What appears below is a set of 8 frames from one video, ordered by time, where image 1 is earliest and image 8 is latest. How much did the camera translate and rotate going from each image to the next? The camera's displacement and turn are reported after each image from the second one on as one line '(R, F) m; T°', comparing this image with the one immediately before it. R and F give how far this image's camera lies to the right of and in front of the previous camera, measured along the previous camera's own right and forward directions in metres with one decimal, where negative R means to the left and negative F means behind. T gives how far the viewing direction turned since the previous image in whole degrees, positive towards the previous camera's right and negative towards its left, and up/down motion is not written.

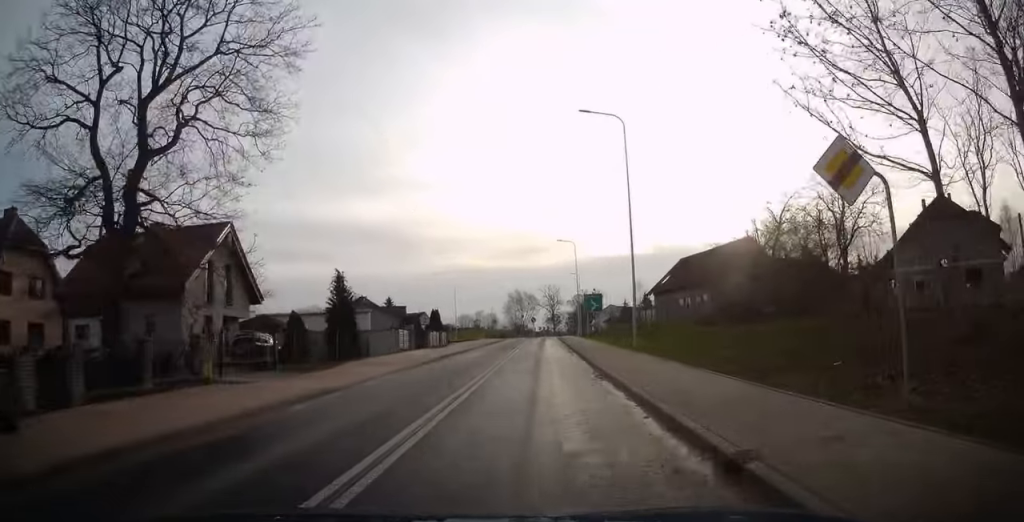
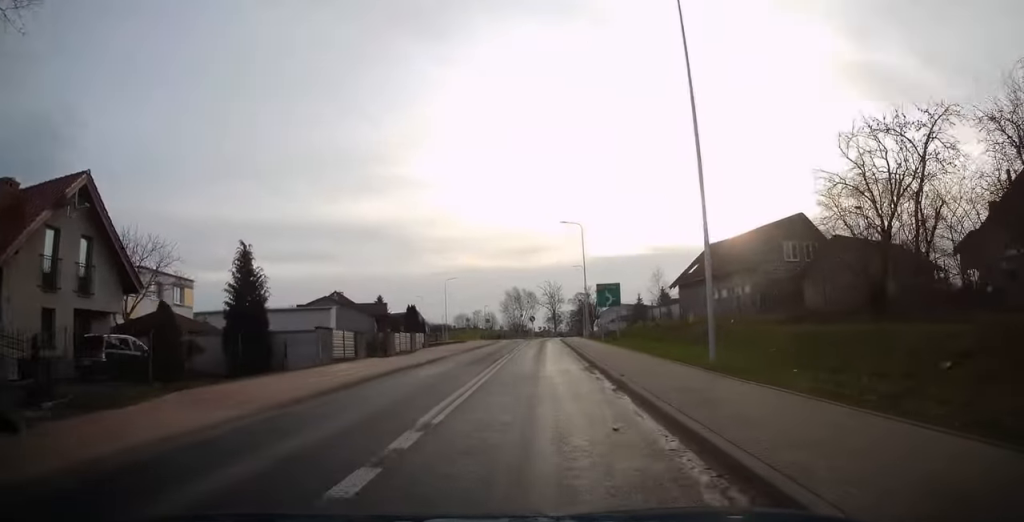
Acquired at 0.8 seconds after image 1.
(-0.1, +12.5) m; 0°
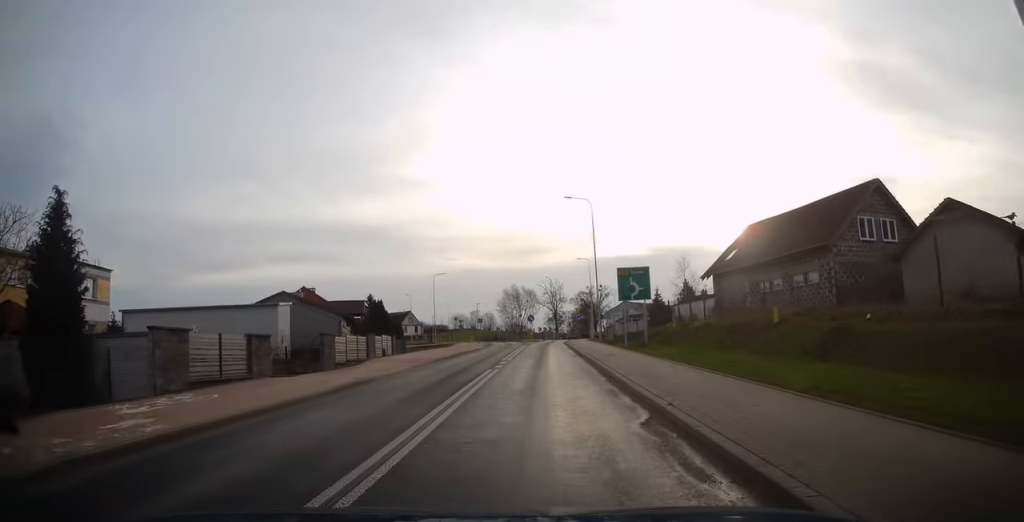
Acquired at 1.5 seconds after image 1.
(0.0, +11.8) m; 0°
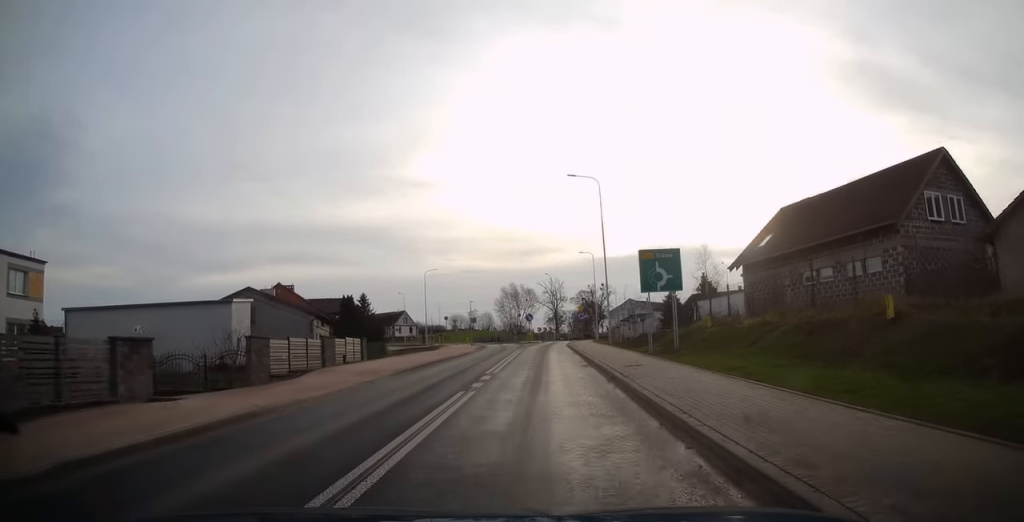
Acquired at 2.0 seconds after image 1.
(+0.2, +7.3) m; 0°
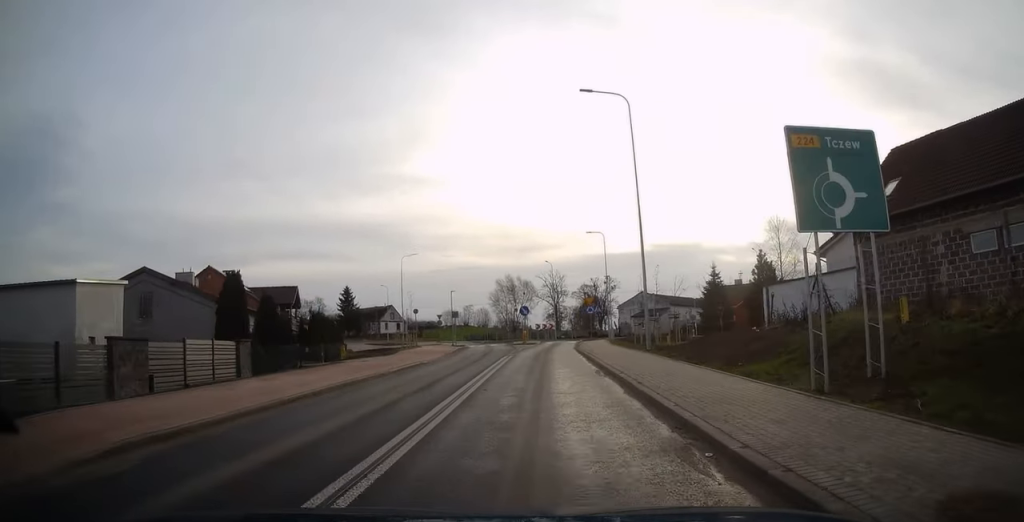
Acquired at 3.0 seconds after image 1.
(-0.3, +15.0) m; 0°
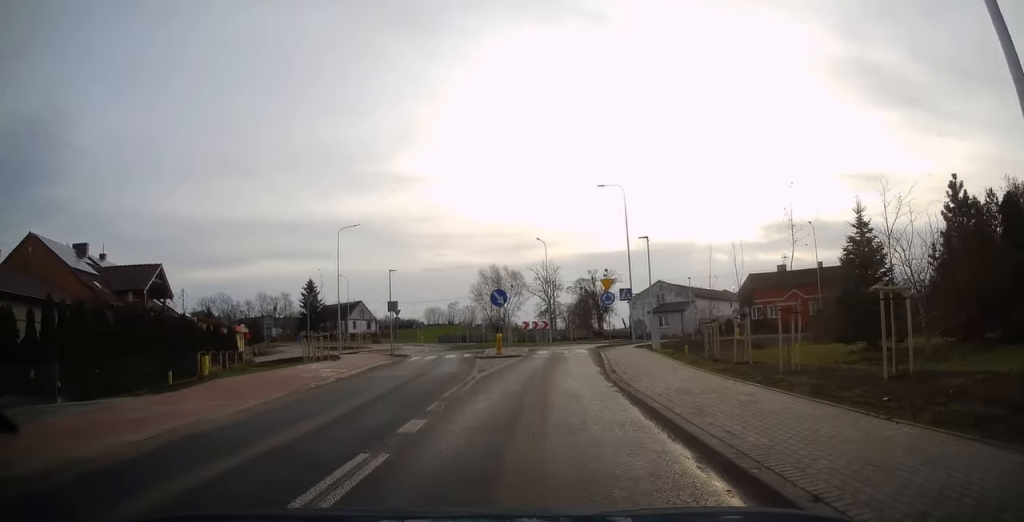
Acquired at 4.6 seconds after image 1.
(+0.4, +22.3) m; +1°
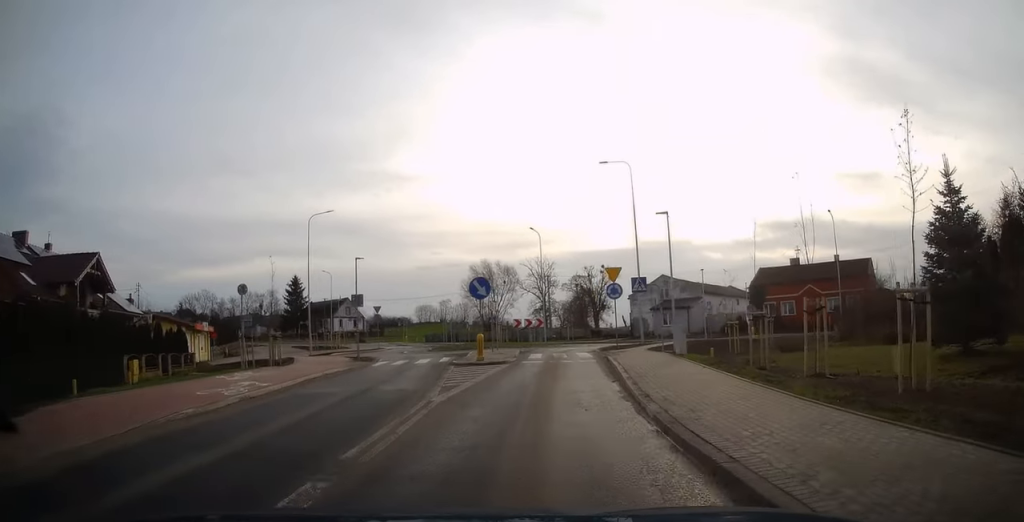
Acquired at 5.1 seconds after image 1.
(-0.2, +6.4) m; 0°
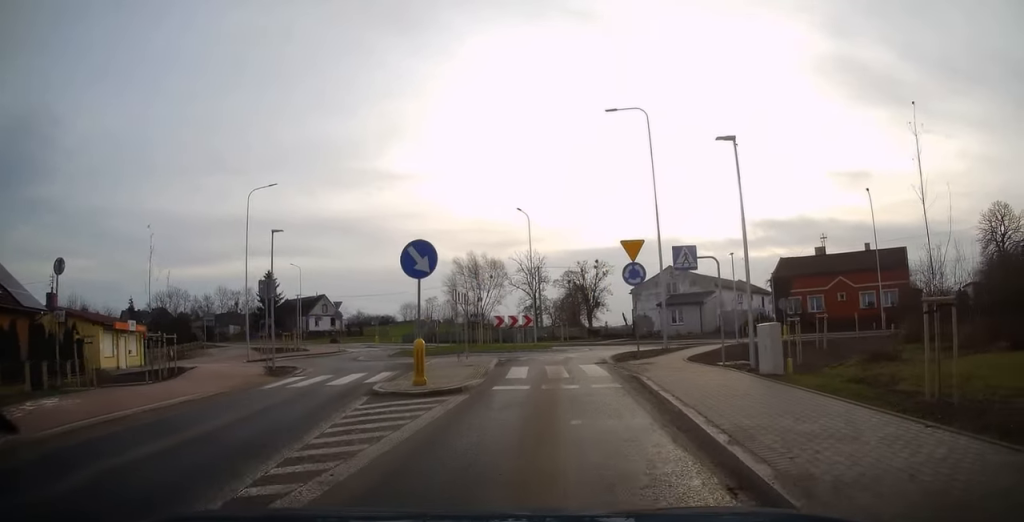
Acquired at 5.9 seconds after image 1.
(+0.2, +10.4) m; +2°
